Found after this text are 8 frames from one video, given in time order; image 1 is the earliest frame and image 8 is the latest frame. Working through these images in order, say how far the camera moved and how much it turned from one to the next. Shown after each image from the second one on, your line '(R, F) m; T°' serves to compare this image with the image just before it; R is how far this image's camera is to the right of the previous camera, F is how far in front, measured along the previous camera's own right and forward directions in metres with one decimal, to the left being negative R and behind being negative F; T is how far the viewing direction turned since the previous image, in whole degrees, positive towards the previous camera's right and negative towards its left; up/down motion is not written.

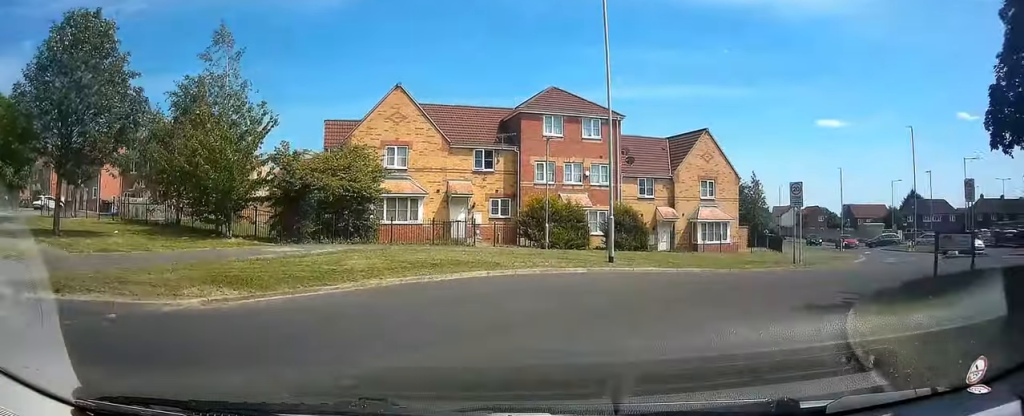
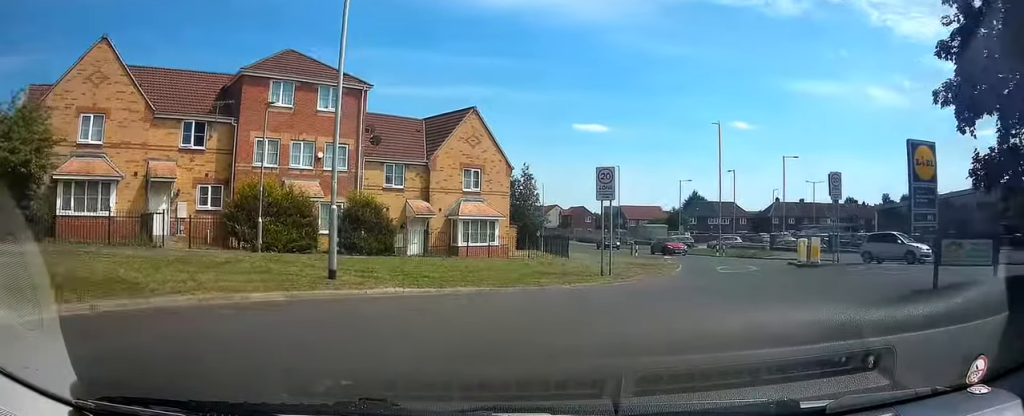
(+2.6, +3.7) m; +46°
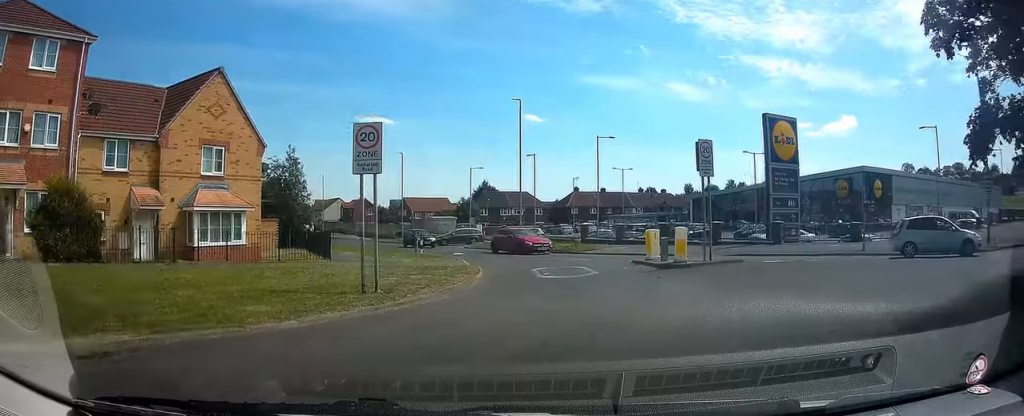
(+0.2, +5.0) m; +3°
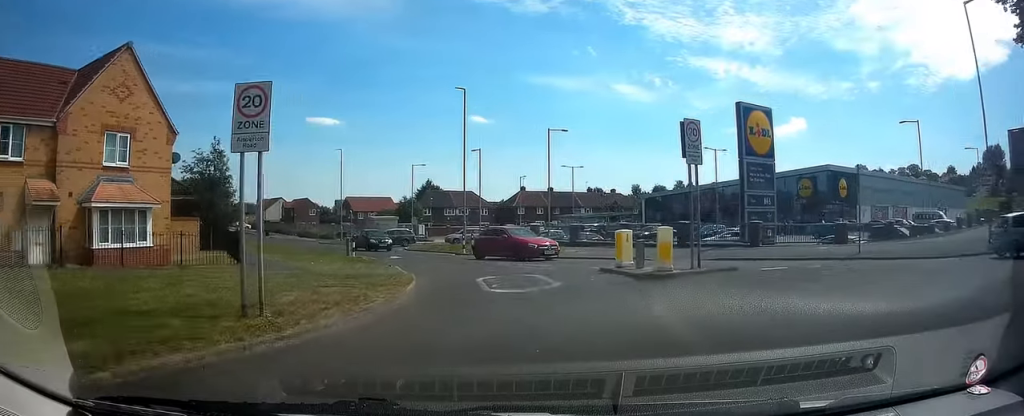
(0.0, +2.6) m; 0°
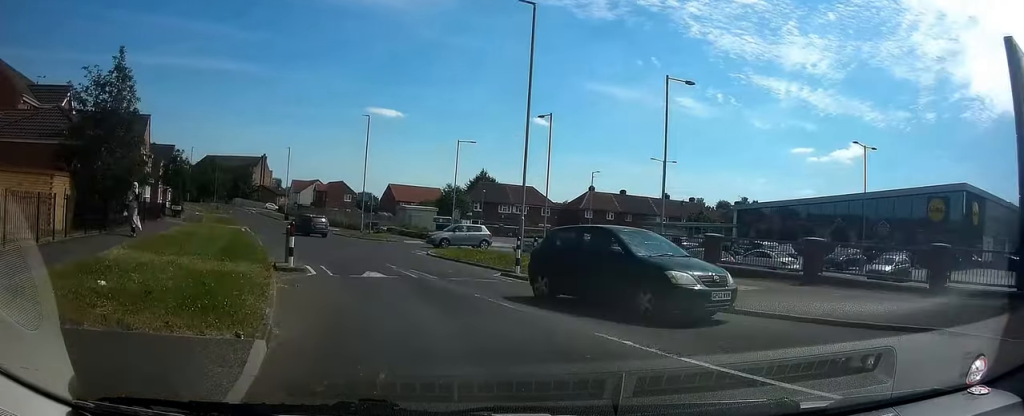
(0.0, +13.2) m; 0°
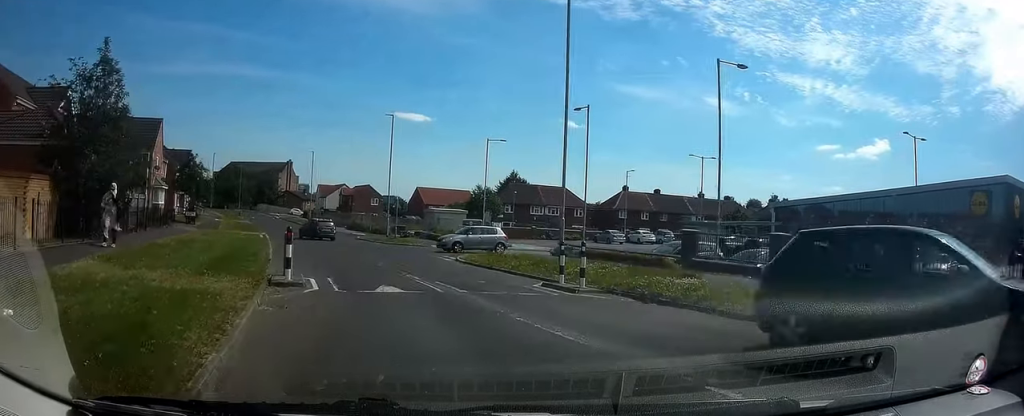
(0.0, +2.8) m; 0°
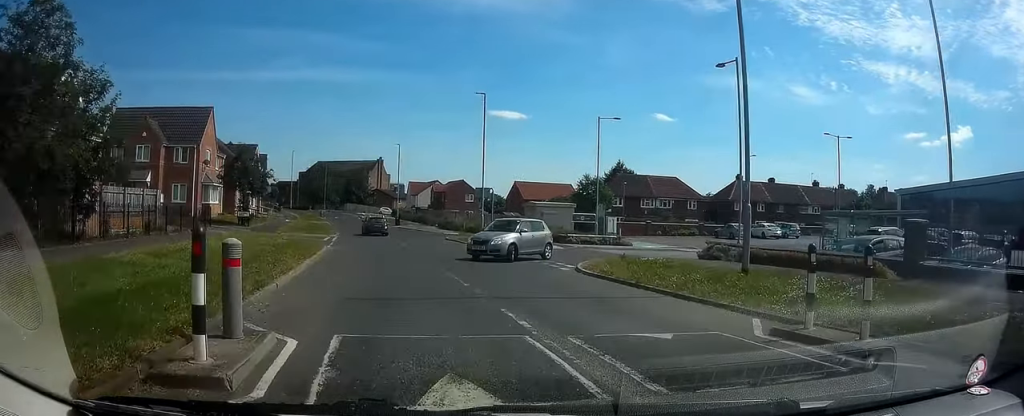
(0.0, +8.5) m; -1°
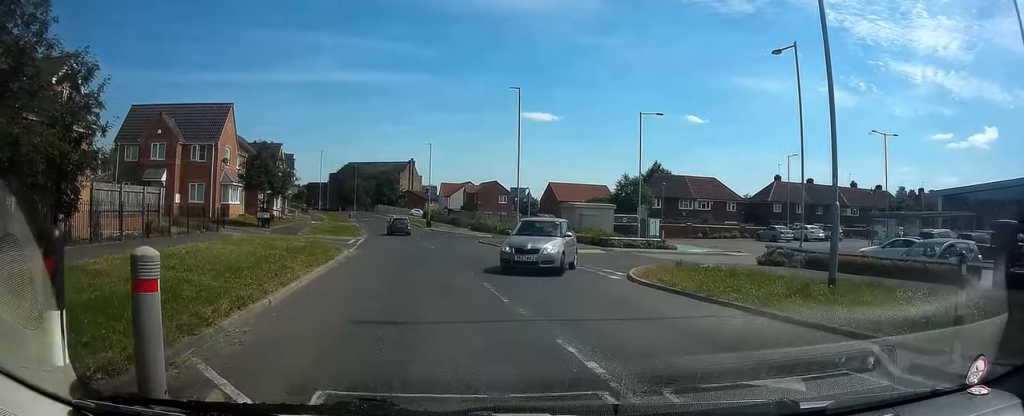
(0.0, +2.8) m; -1°
